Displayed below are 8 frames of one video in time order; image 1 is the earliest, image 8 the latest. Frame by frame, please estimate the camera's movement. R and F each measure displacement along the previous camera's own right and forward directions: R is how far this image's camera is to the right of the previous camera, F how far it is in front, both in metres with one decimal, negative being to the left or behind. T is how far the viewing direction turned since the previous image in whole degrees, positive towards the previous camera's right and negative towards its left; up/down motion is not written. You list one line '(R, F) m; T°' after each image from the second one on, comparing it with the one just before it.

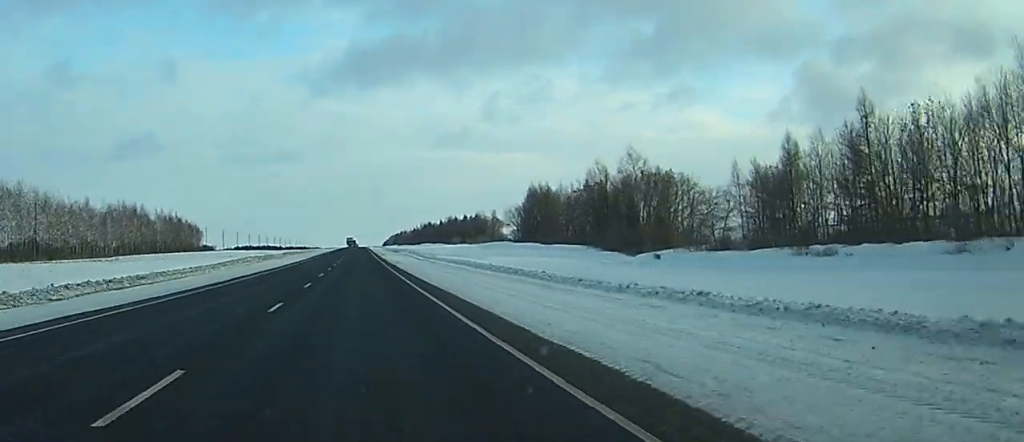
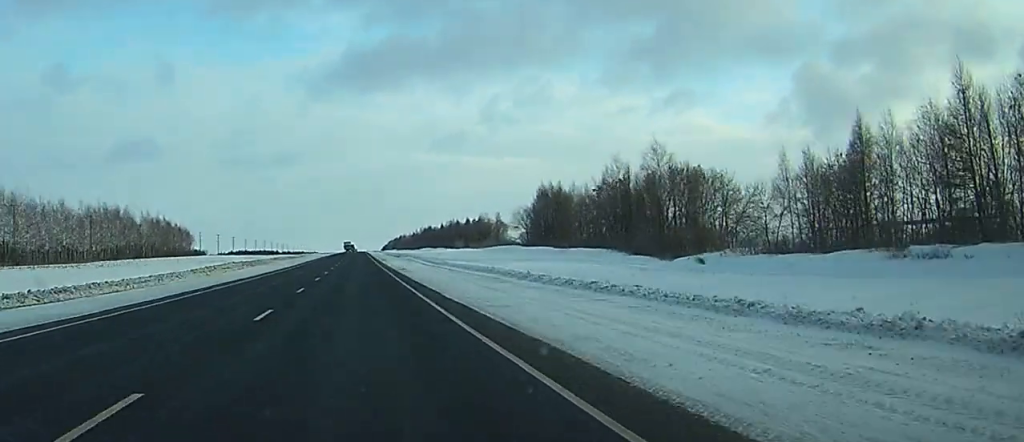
(0.0, +13.4) m; 0°
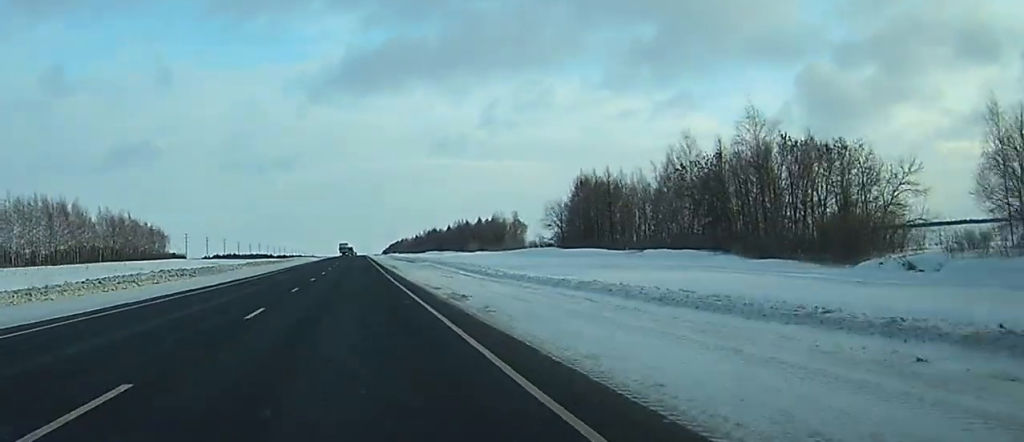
(+0.1, +35.4) m; 0°
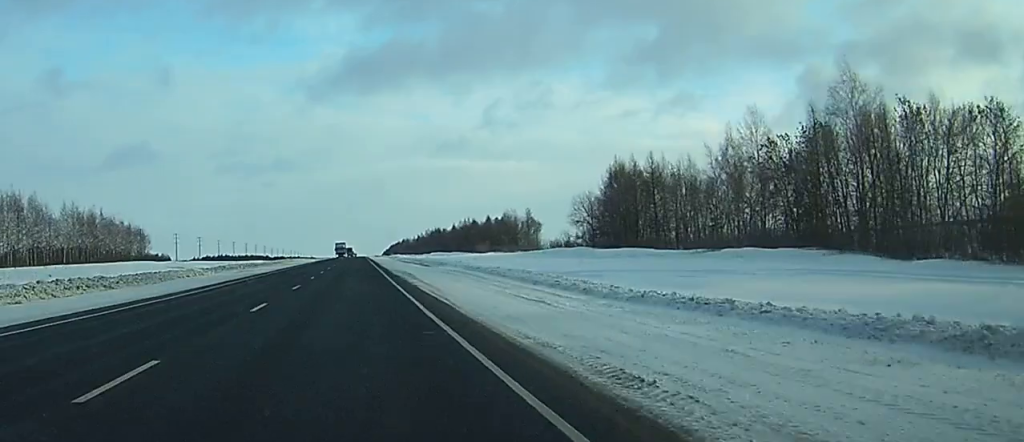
(0.0, +22.1) m; 0°
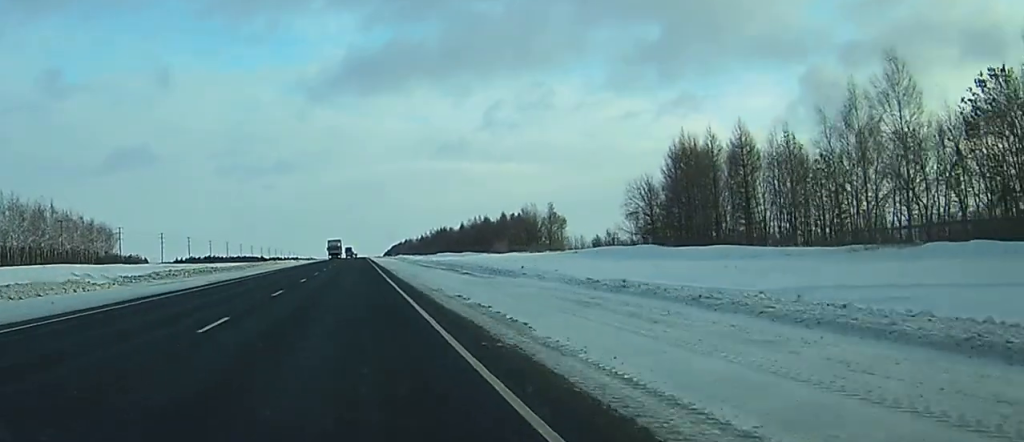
(0.0, +29.8) m; 0°
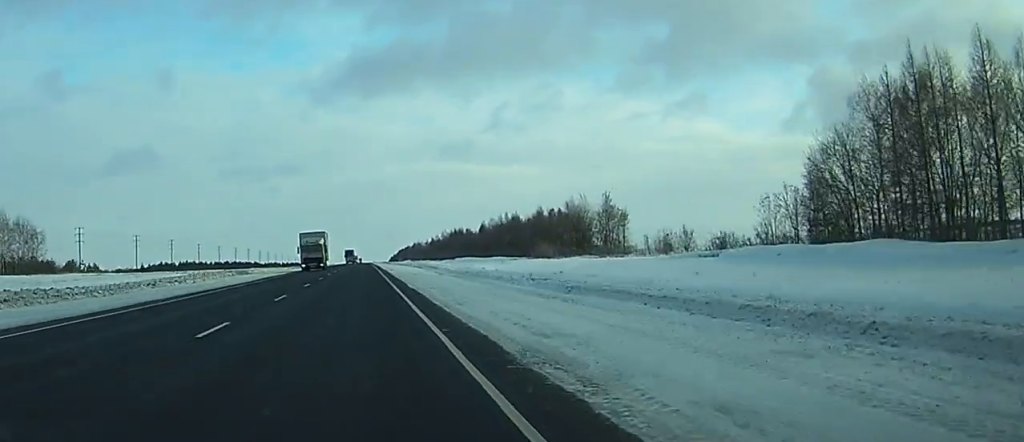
(0.0, +48.6) m; 0°
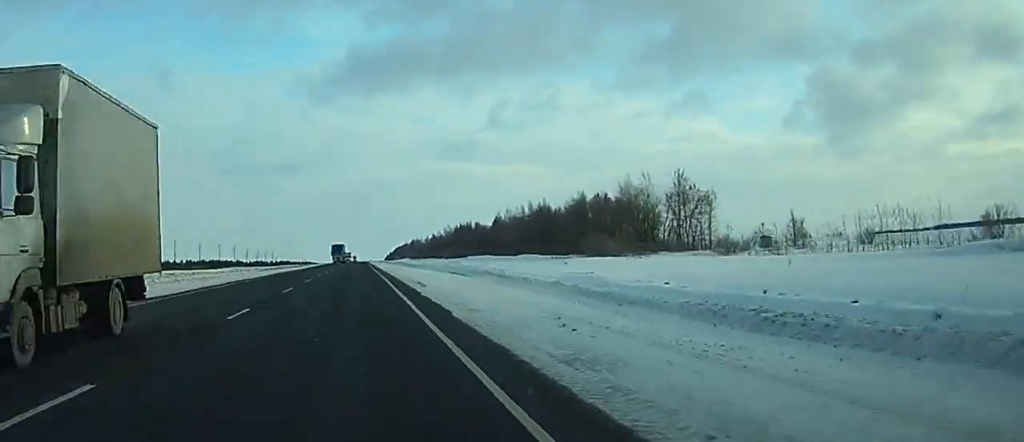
(-0.3, +44.9) m; 0°
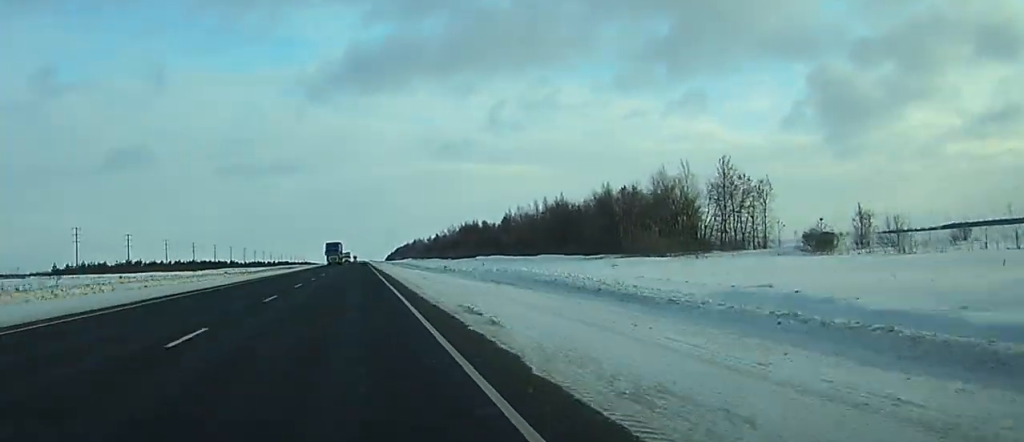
(0.0, +17.6) m; 0°
